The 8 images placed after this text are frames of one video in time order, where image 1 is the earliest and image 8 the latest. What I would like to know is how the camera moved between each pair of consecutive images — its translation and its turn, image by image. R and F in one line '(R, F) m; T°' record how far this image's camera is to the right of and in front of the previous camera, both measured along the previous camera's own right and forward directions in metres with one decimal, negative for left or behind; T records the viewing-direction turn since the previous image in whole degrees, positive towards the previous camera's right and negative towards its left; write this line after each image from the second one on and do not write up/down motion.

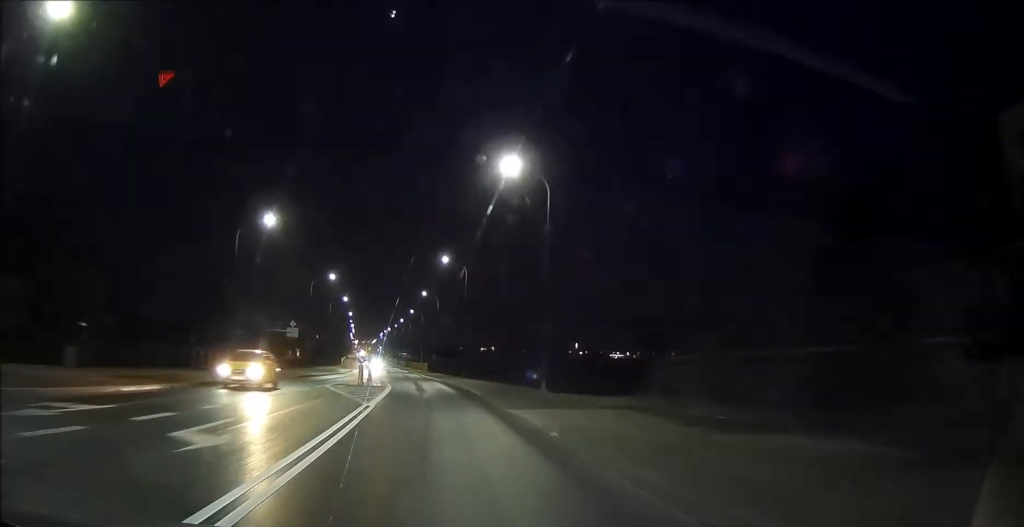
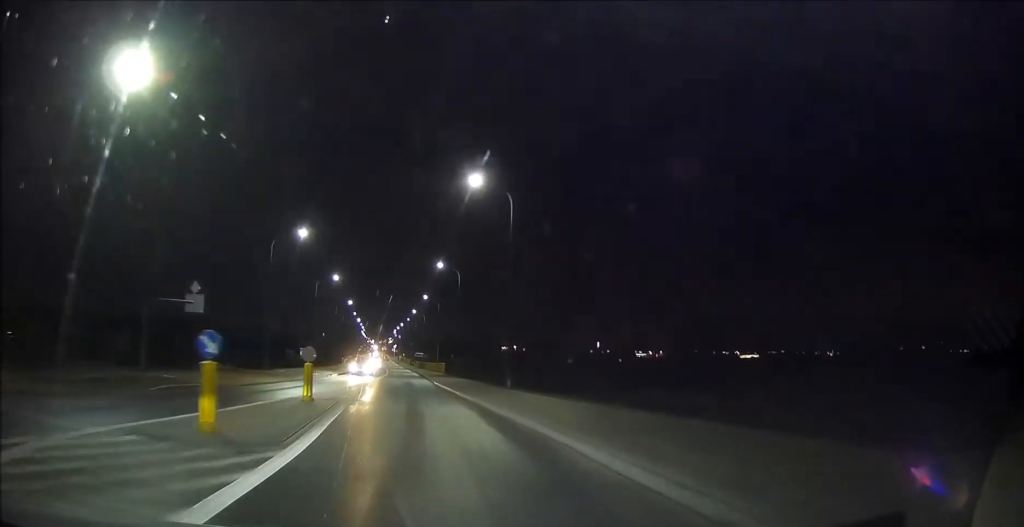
(0.0, +26.0) m; 0°
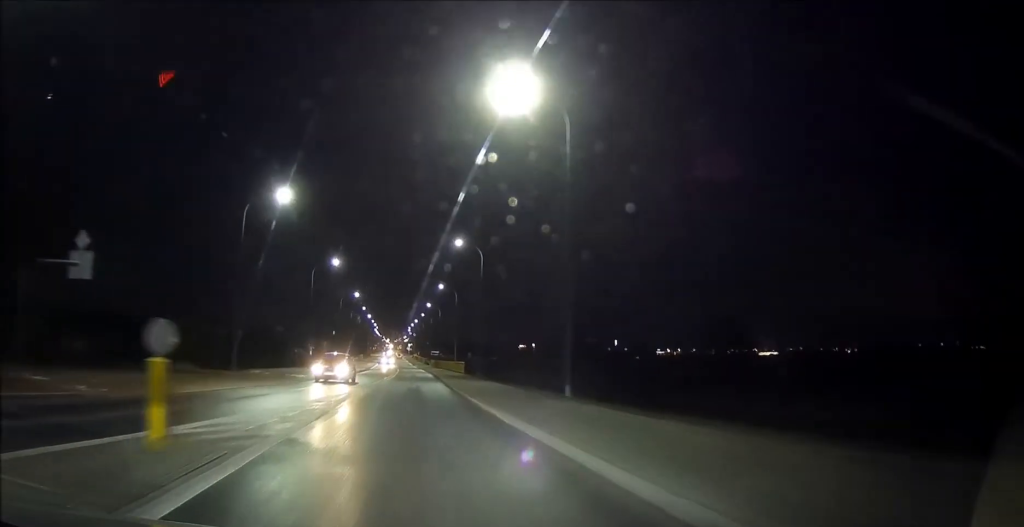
(0.0, +11.7) m; -2°
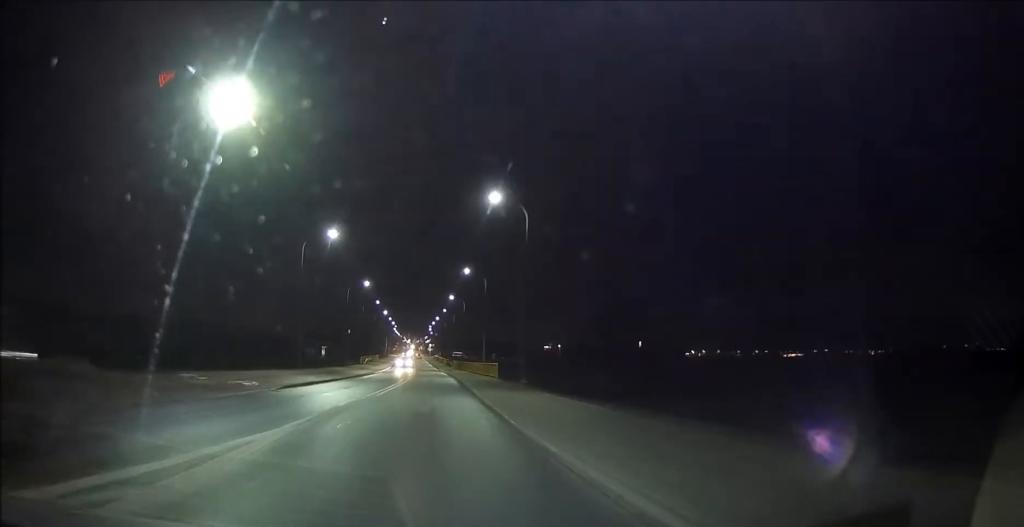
(-0.5, +15.2) m; -2°
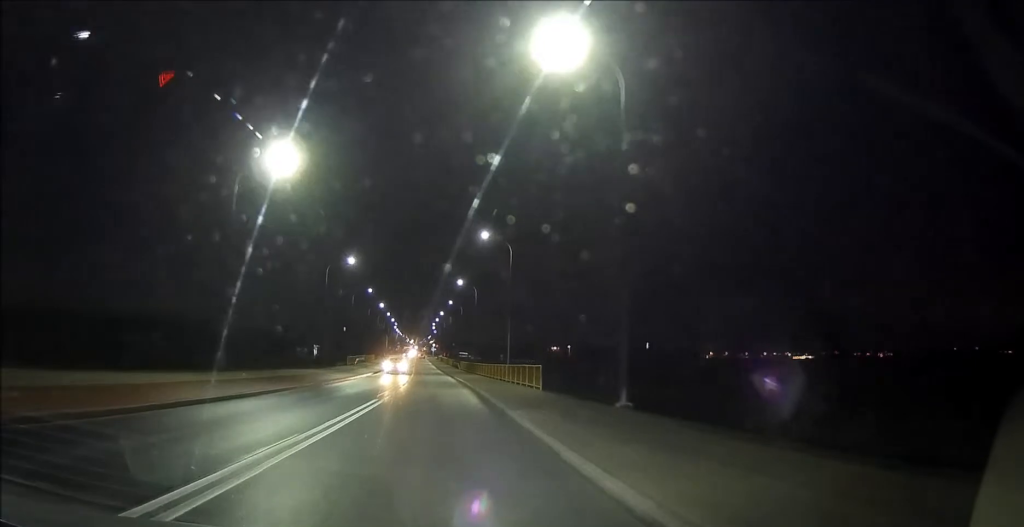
(-0.1, +19.7) m; 0°
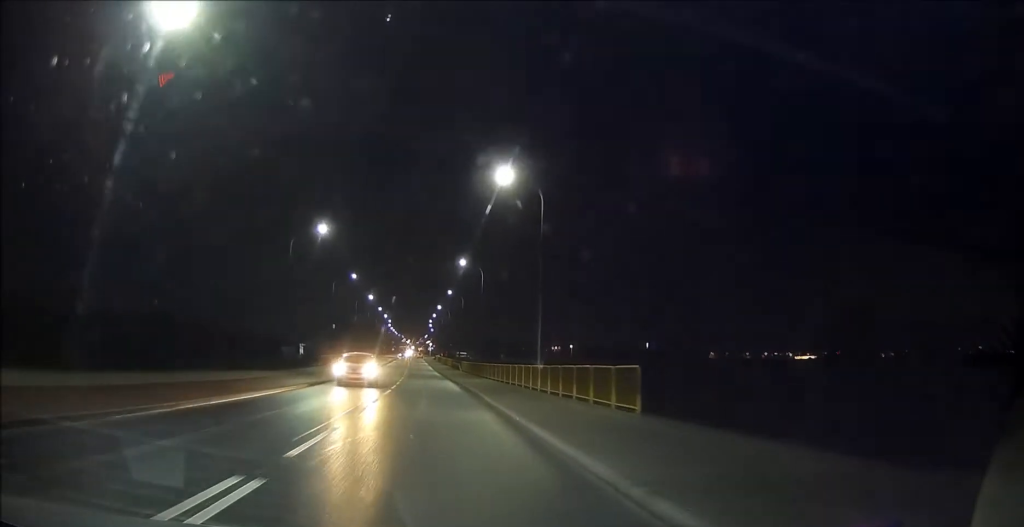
(+0.1, +15.6) m; 0°
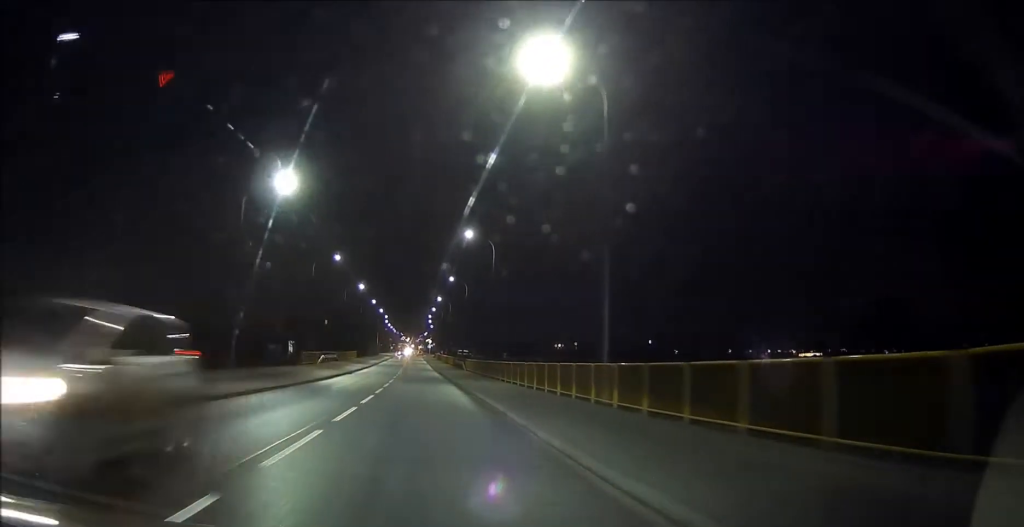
(0.0, +13.1) m; 0°
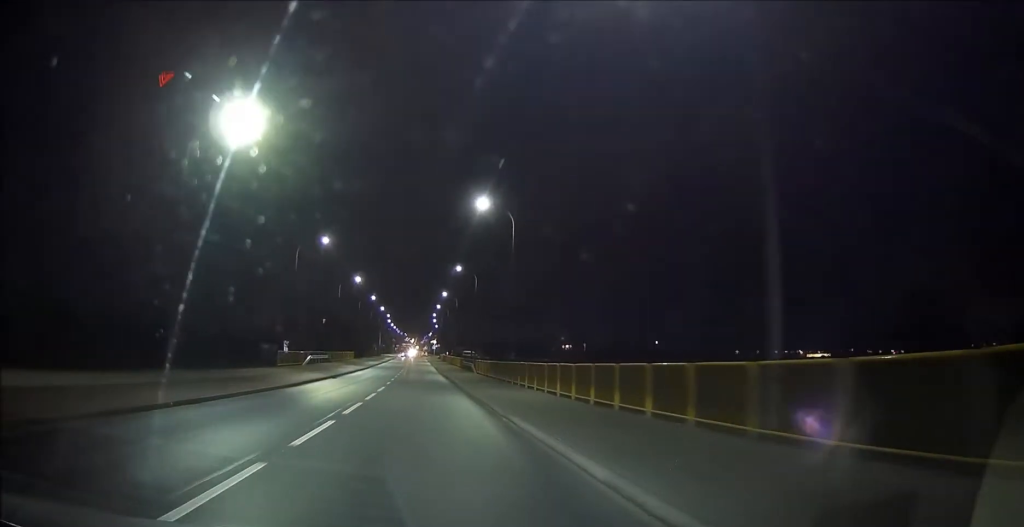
(-0.1, +10.0) m; 0°
